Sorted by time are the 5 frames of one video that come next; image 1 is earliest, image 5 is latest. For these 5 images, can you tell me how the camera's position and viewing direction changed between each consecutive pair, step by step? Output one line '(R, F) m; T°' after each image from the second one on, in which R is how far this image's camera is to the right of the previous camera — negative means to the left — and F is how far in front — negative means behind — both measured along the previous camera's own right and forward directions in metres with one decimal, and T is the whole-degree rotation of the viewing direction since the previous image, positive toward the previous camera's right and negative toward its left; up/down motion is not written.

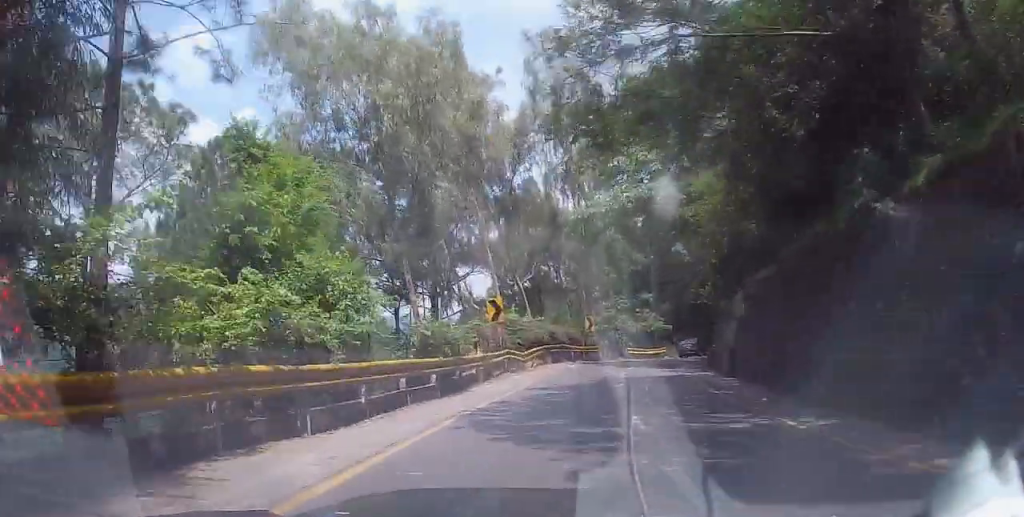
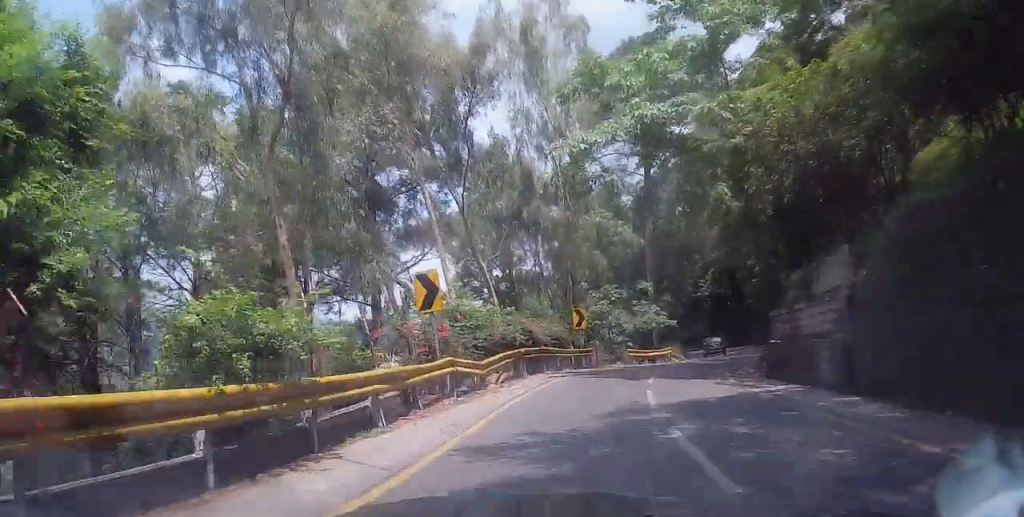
(+4.9, +10.0) m; +17°
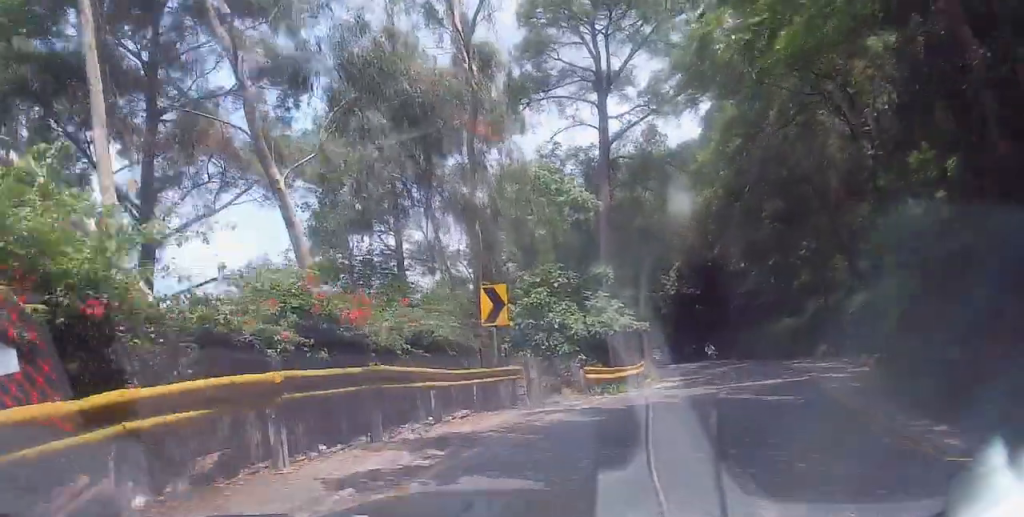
(-3.2, +15.7) m; -12°
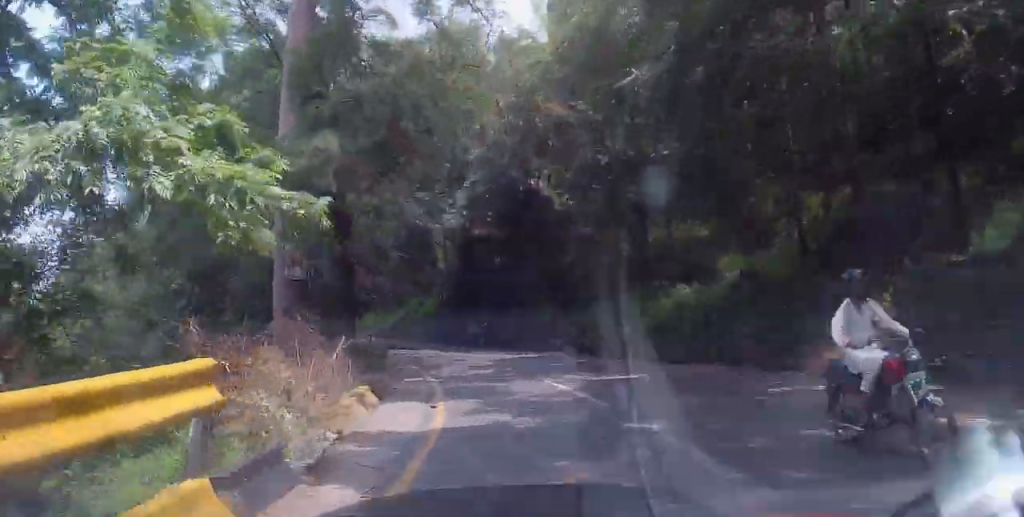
(+3.2, +24.0) m; +16°
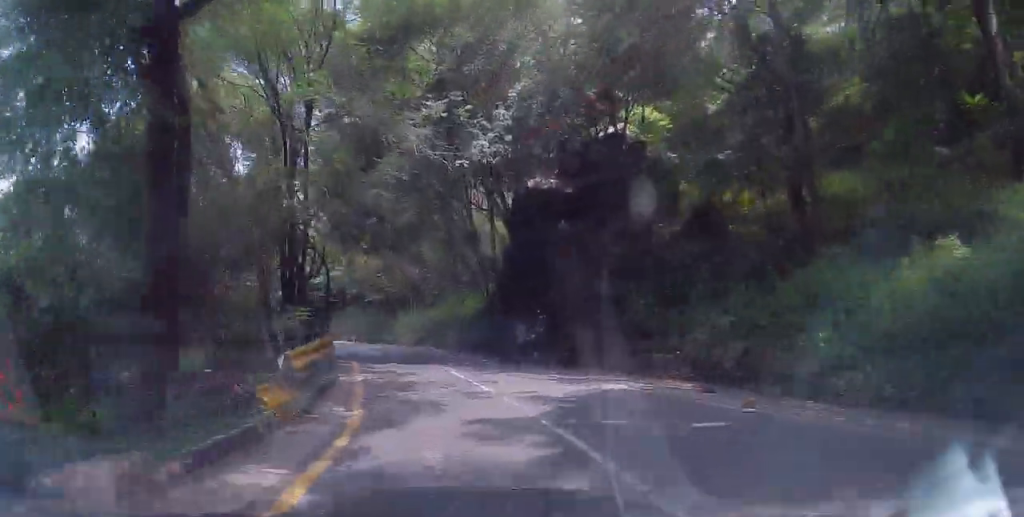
(+0.3, +12.9) m; -7°
